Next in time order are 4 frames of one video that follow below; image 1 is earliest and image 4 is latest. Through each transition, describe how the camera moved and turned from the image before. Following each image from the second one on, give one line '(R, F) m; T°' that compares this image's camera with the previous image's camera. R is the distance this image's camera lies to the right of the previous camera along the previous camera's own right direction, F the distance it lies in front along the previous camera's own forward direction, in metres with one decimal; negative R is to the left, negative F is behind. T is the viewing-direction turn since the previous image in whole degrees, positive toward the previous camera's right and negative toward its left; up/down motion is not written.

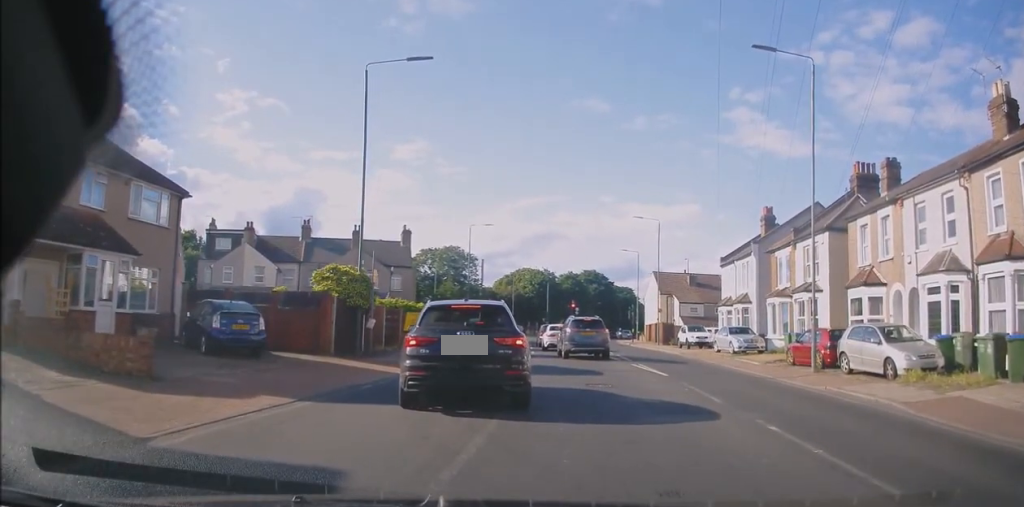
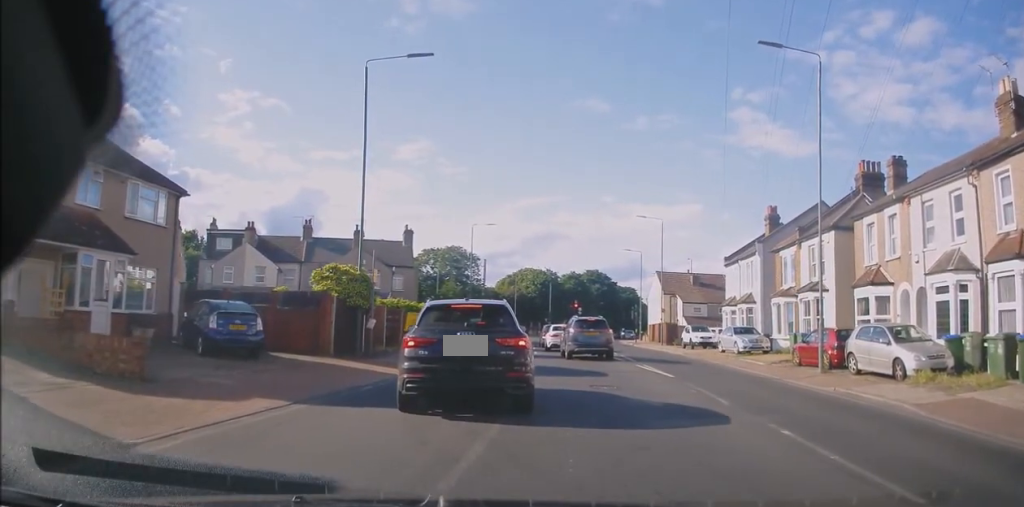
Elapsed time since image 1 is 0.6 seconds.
(0.0, +0.5) m; 0°
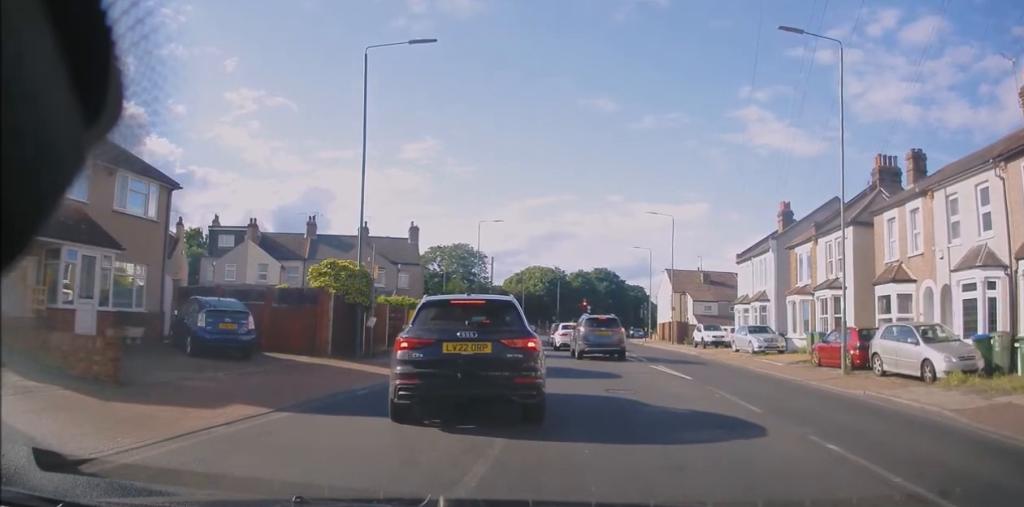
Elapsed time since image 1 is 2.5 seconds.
(+0.1, +1.0) m; 0°
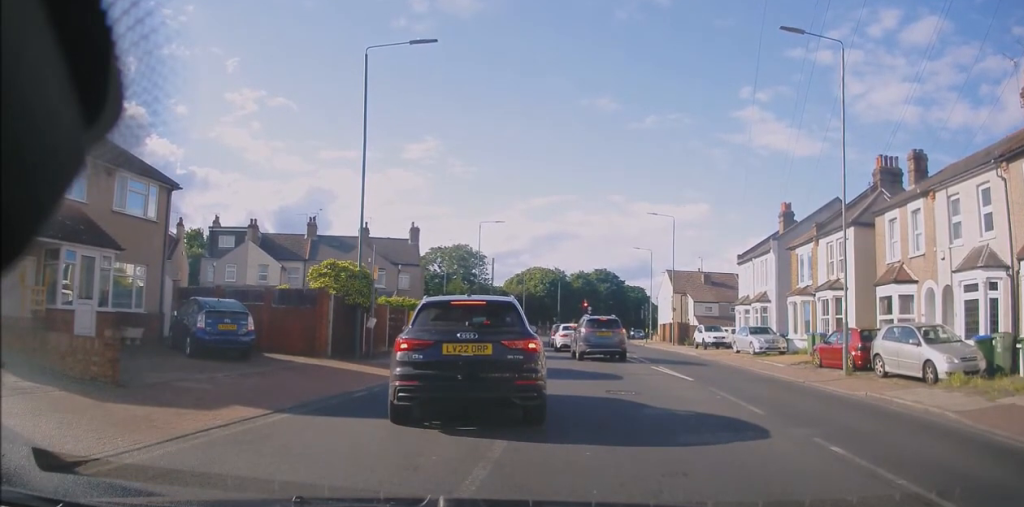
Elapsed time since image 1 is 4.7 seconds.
(0.0, 0.0) m; 0°
